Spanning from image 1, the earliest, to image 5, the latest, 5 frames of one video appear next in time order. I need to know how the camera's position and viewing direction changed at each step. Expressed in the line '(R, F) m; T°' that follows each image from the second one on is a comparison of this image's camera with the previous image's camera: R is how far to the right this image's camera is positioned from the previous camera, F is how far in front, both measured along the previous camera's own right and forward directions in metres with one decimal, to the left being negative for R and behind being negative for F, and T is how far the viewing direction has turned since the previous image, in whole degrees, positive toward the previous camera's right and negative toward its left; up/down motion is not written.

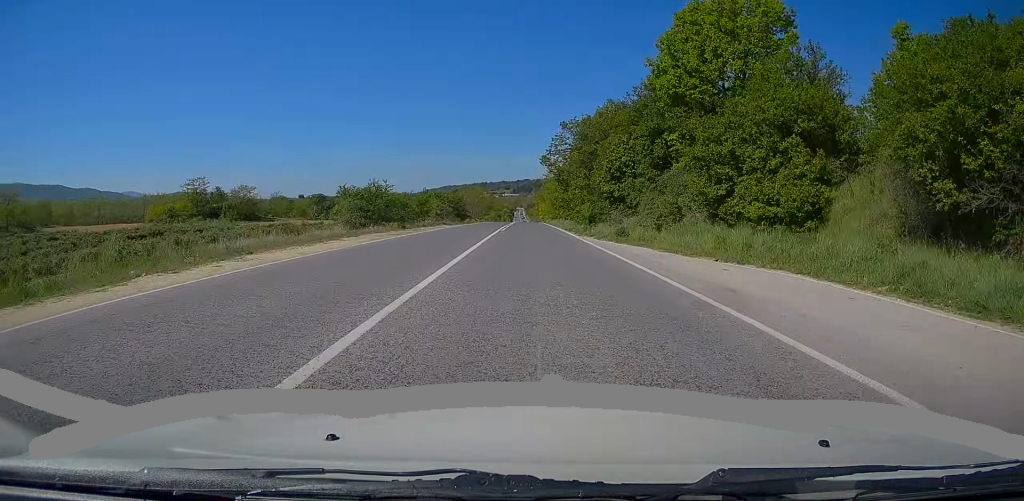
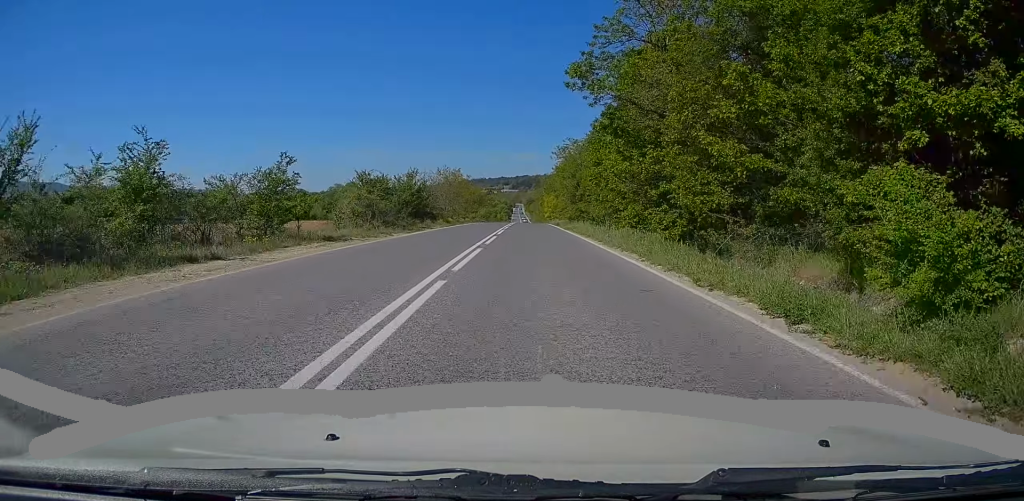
(0.0, +33.1) m; 0°
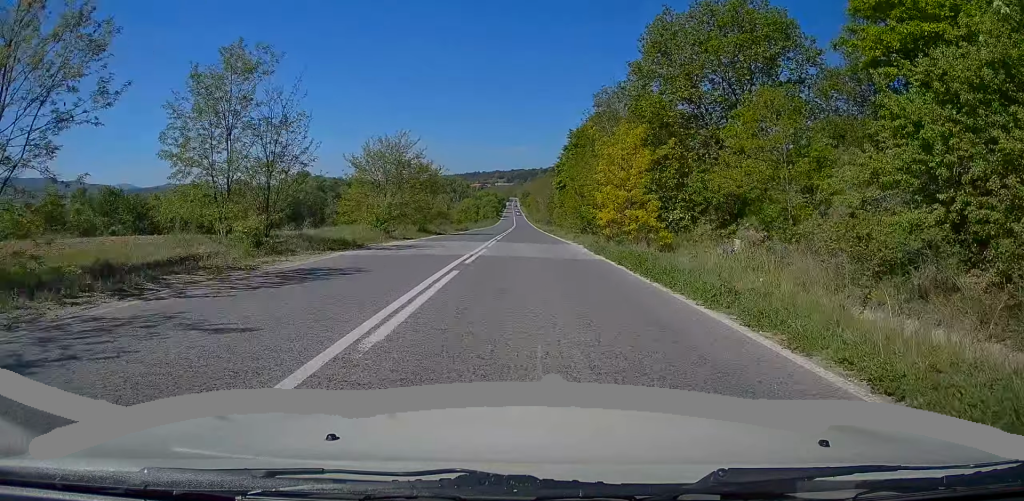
(+0.2, +69.3) m; +1°
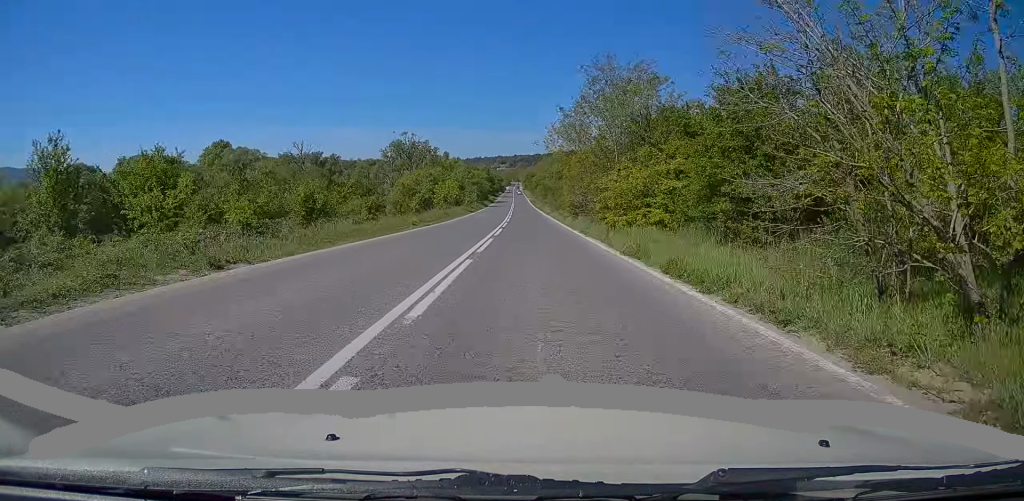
(+0.1, +79.3) m; -1°
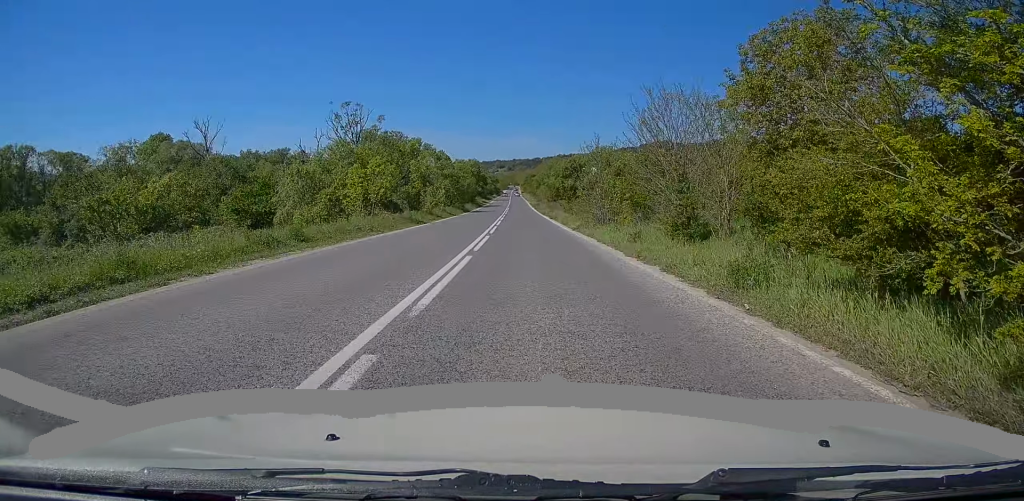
(-0.4, +36.2) m; 0°
